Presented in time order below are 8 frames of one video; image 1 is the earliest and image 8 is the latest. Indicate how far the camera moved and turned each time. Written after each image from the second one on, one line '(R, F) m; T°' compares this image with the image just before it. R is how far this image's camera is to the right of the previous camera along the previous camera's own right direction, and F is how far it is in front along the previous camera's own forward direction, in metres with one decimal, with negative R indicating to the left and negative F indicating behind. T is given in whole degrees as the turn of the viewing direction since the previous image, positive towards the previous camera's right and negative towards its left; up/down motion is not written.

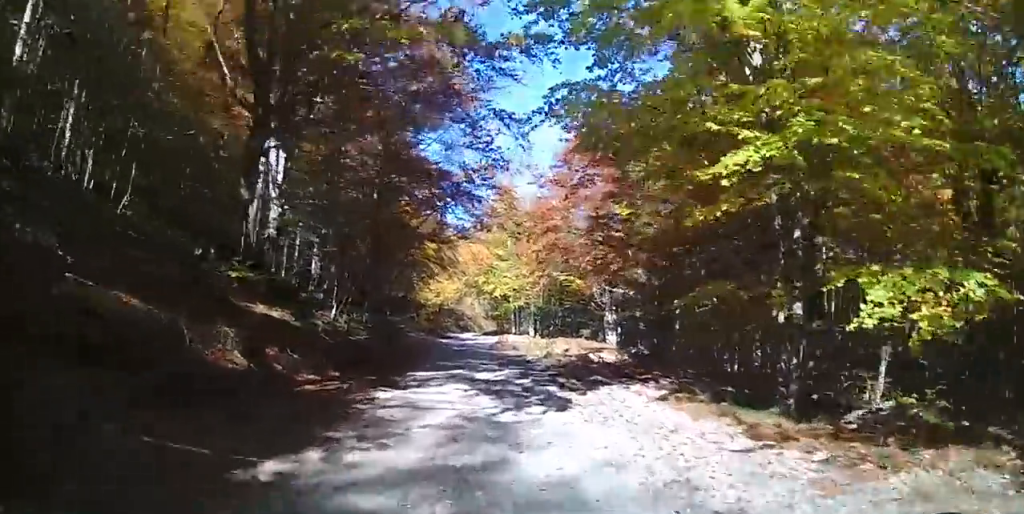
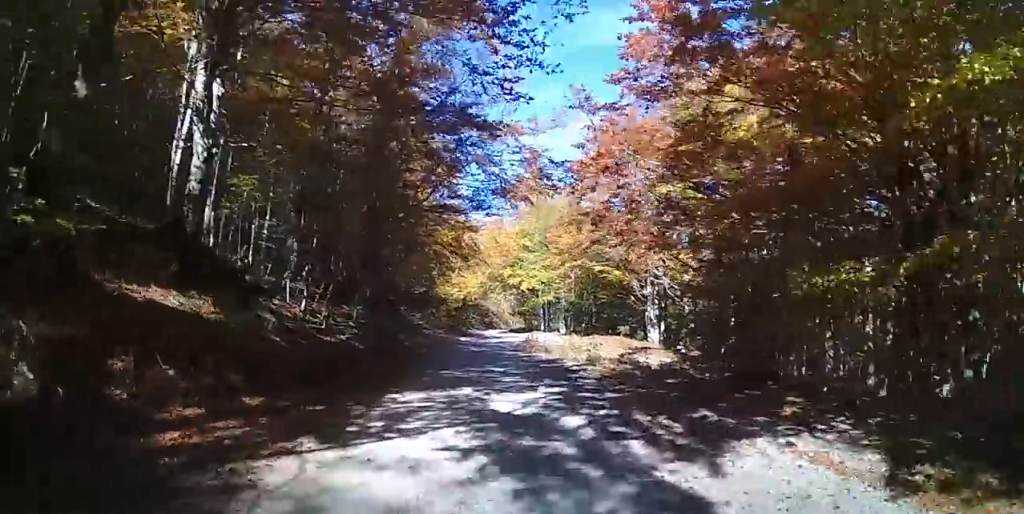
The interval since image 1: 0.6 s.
(-0.1, +5.6) m; -1°
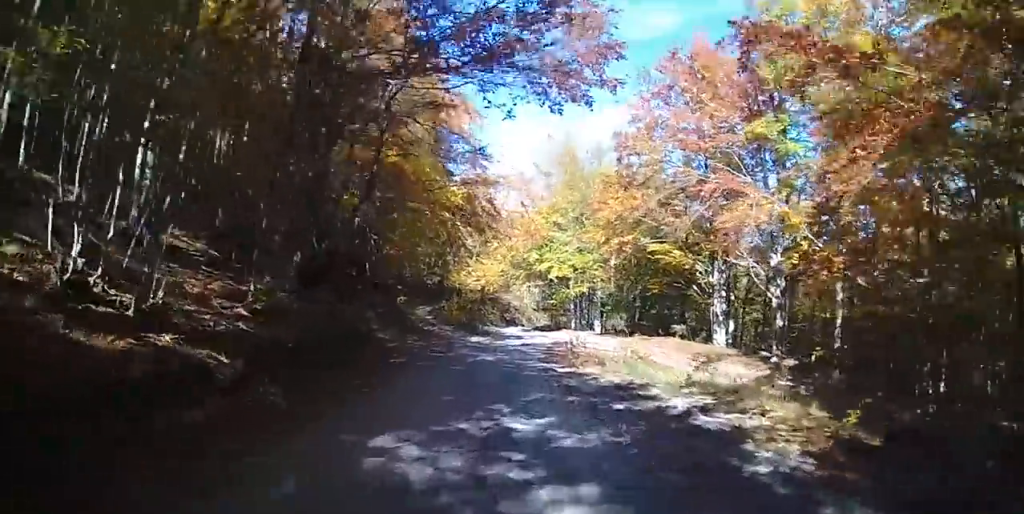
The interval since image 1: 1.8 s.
(-0.1, +9.6) m; -2°
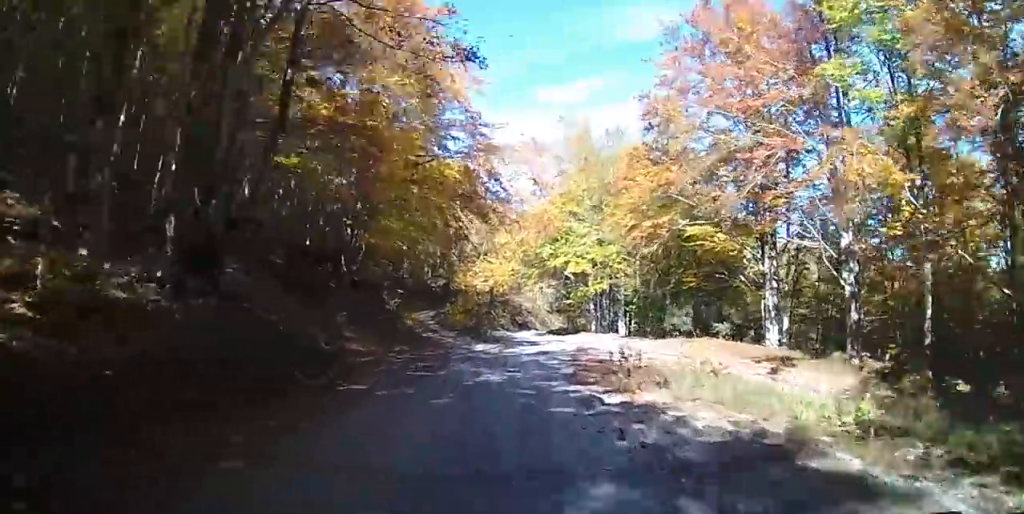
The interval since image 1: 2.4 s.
(-0.1, +5.5) m; -3°
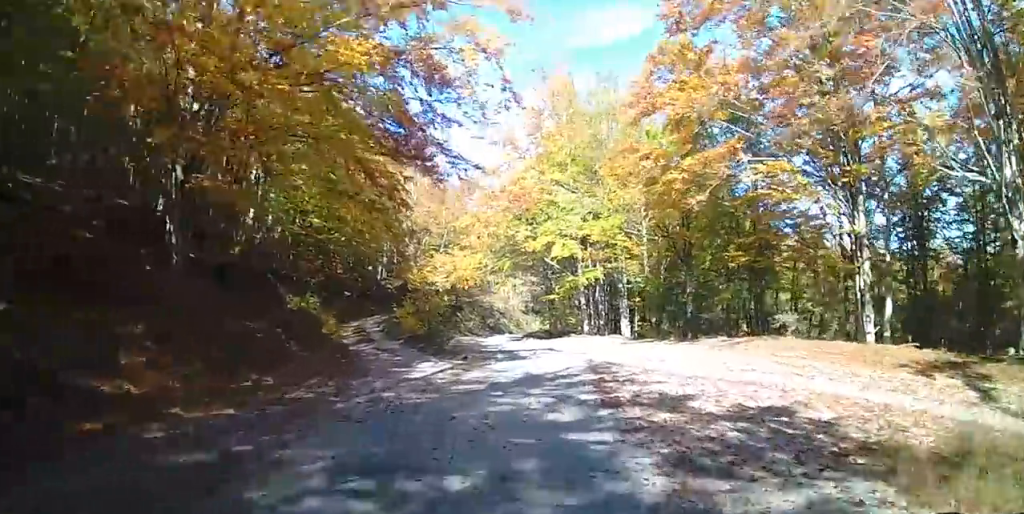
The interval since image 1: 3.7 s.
(-0.5, +10.5) m; -2°
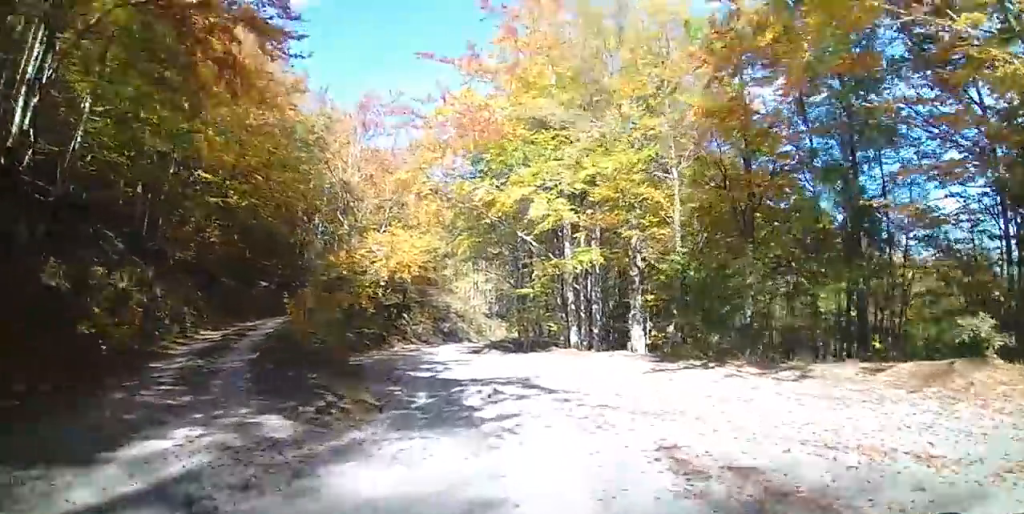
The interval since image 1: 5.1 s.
(+0.5, +12.0) m; +3°
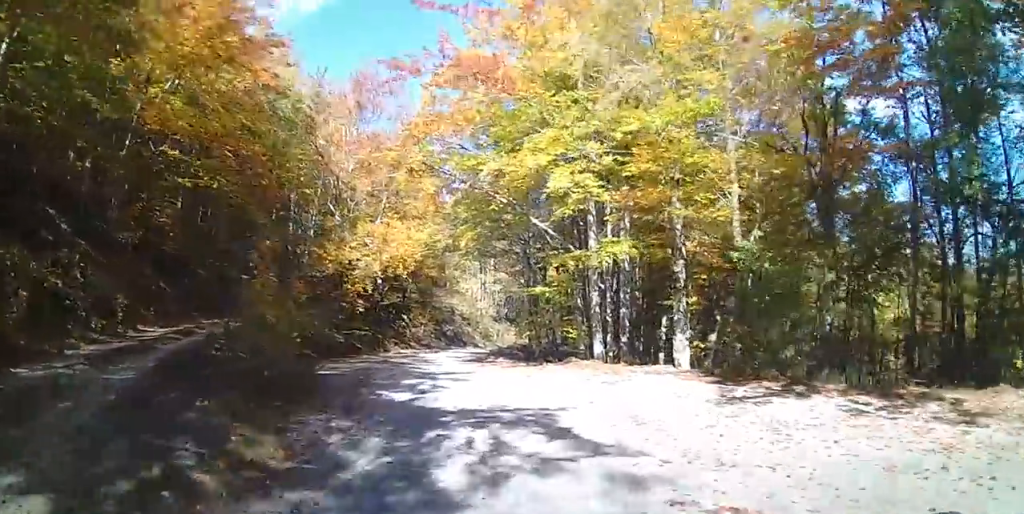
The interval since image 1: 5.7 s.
(0.0, +4.7) m; 0°
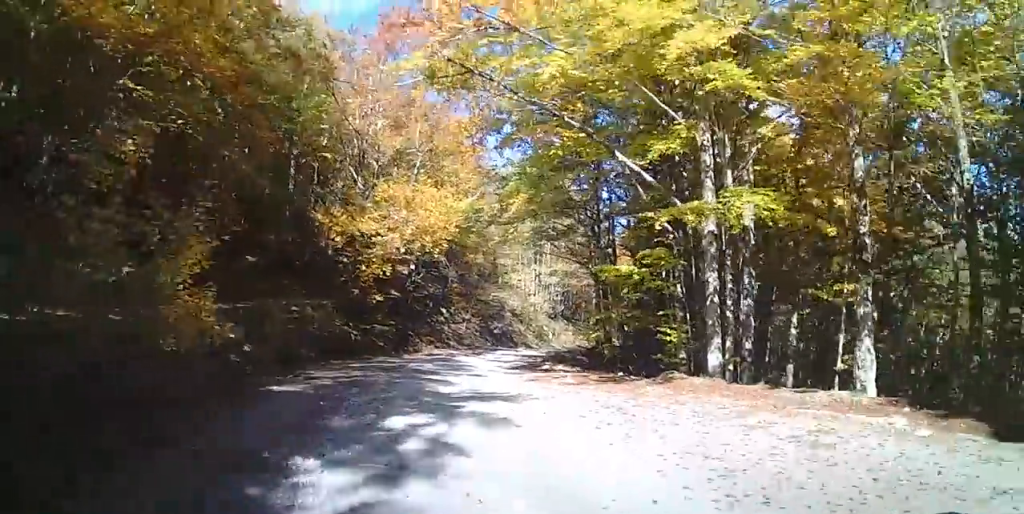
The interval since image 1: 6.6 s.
(0.0, +7.5) m; -2°
